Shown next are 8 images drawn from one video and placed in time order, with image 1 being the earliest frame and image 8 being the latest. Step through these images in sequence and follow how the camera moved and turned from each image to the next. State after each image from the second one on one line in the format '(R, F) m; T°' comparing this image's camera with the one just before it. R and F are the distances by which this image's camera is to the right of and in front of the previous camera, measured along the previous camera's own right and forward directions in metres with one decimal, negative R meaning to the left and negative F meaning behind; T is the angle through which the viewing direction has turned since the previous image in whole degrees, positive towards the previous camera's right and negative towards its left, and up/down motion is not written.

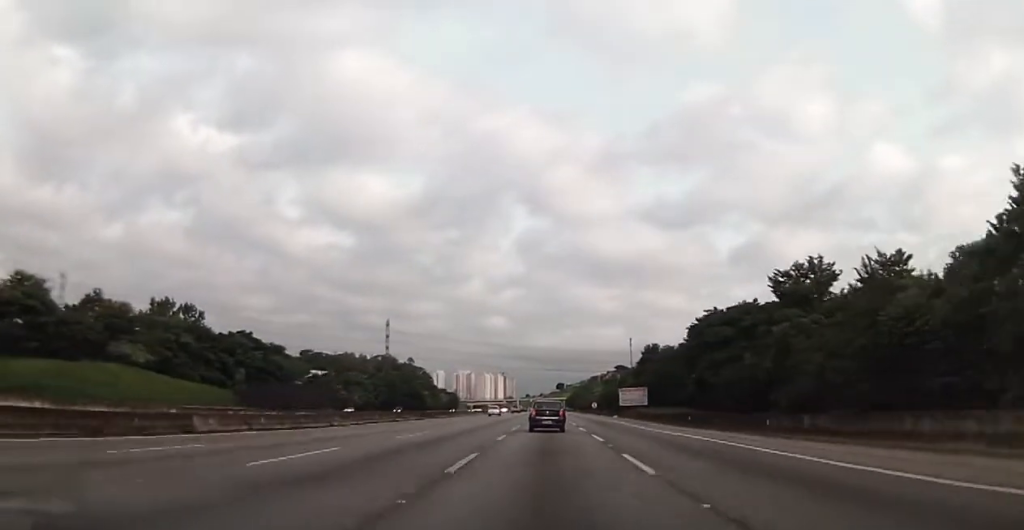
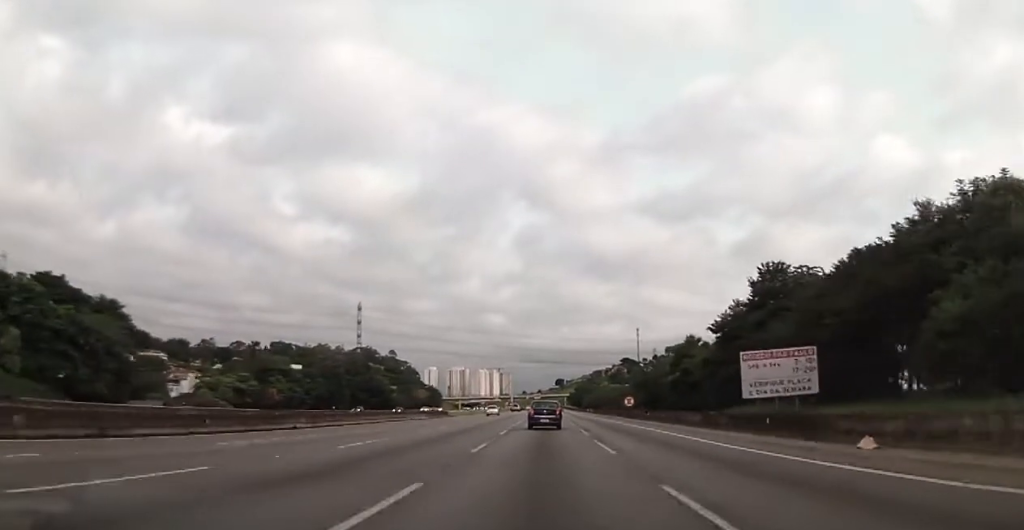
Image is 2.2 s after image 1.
(+0.4, +65.5) m; +1°
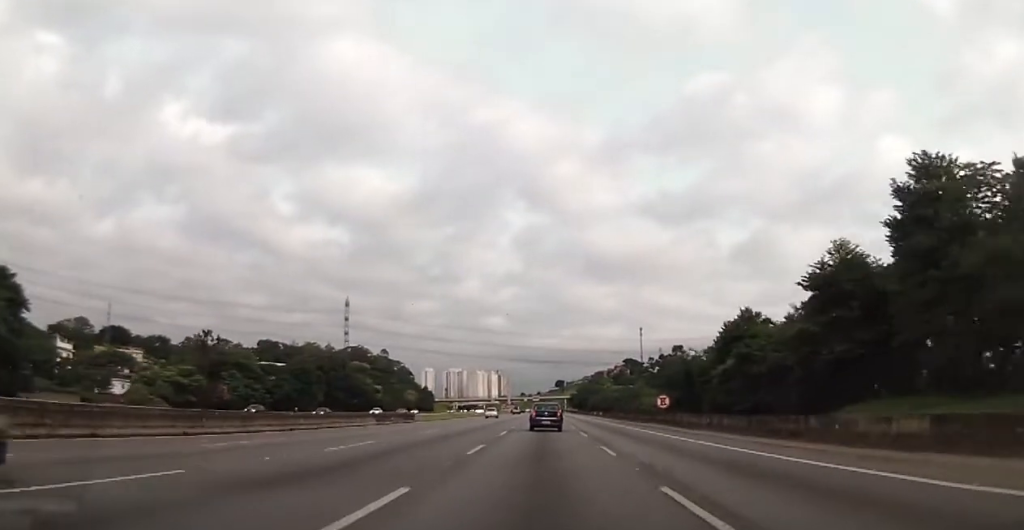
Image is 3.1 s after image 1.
(-0.1, +24.7) m; 0°
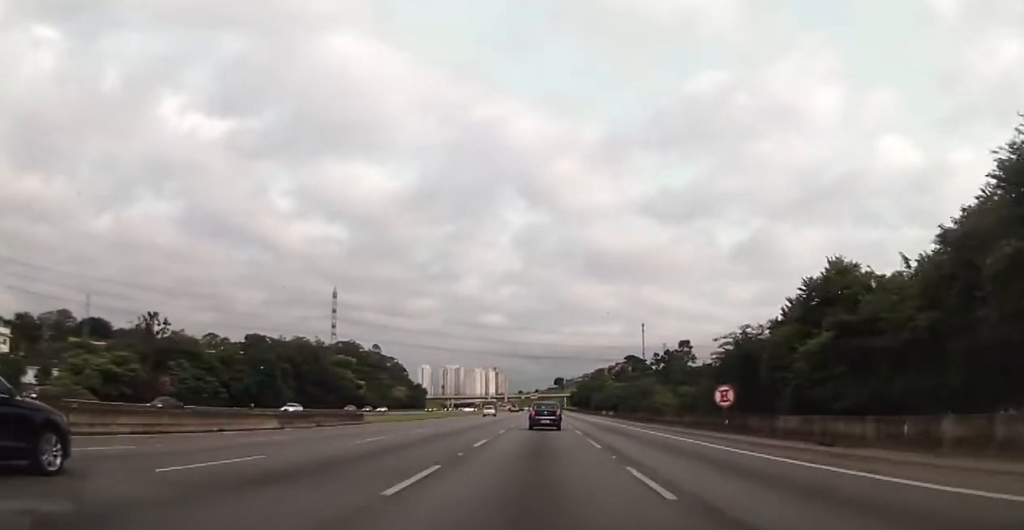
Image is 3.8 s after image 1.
(-0.1, +20.8) m; 0°
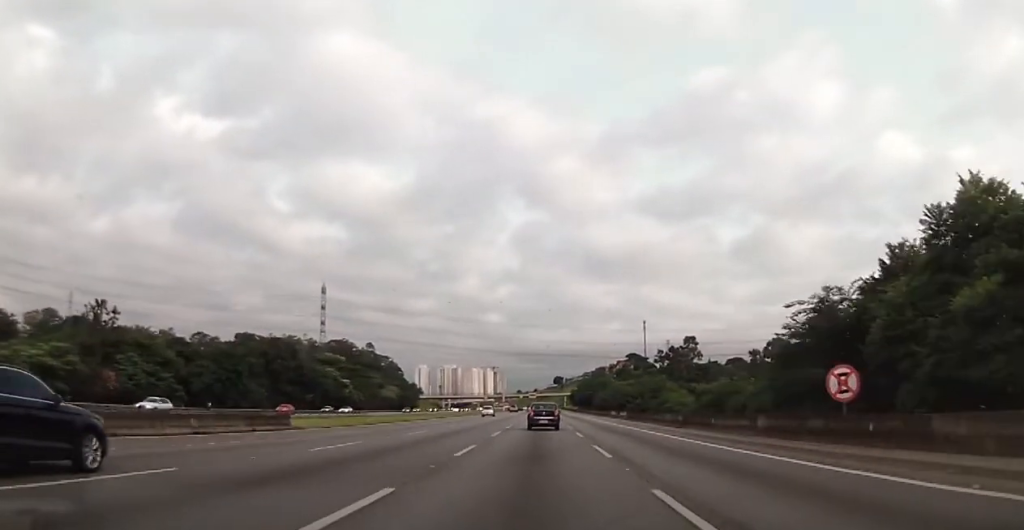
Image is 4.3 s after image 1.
(0.0, +15.9) m; 0°
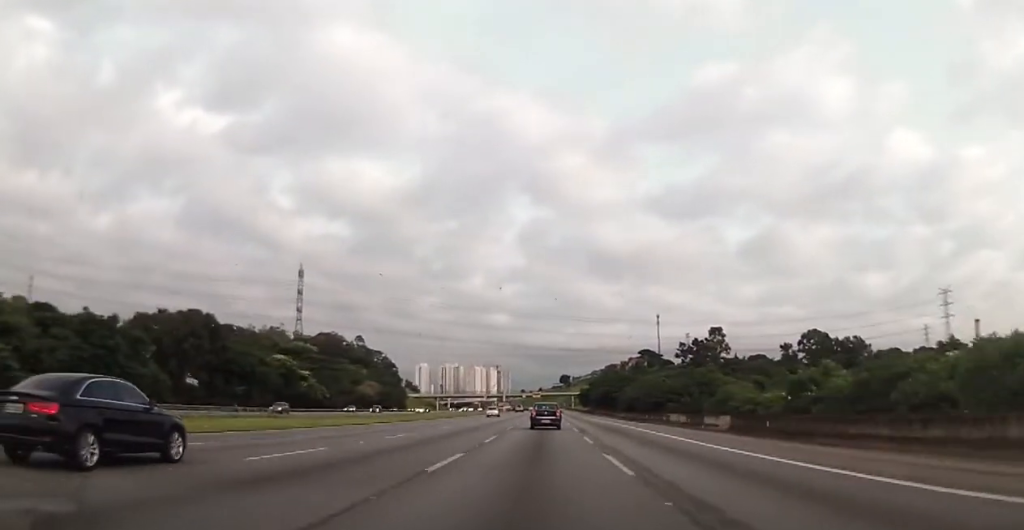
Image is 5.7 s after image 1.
(+0.3, +40.9) m; +1°
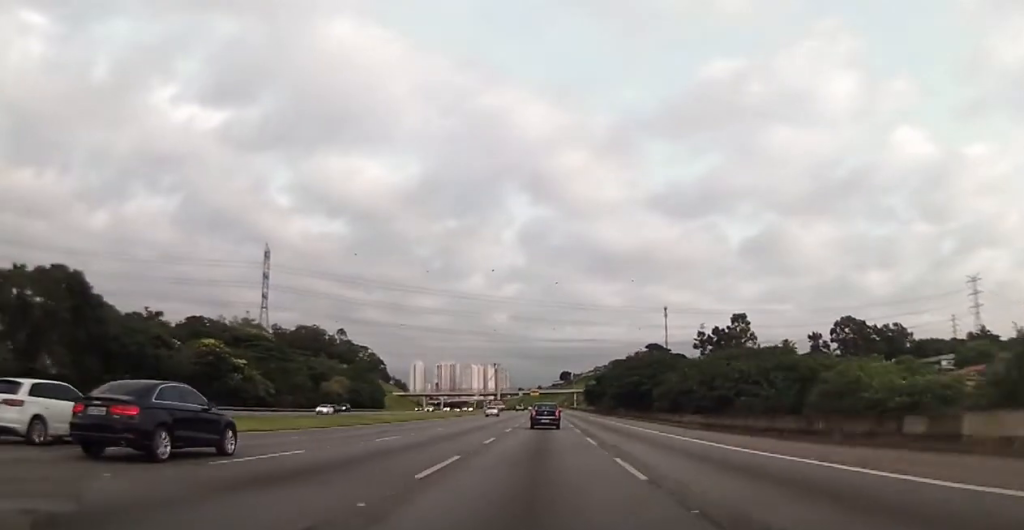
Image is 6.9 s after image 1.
(-0.2, +37.1) m; -1°
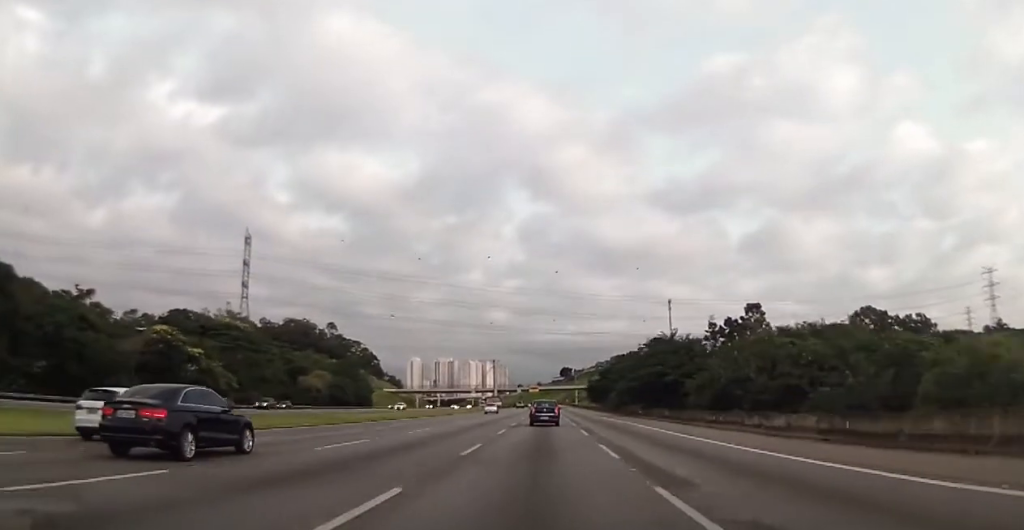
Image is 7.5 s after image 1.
(-0.3, +18.1) m; 0°
